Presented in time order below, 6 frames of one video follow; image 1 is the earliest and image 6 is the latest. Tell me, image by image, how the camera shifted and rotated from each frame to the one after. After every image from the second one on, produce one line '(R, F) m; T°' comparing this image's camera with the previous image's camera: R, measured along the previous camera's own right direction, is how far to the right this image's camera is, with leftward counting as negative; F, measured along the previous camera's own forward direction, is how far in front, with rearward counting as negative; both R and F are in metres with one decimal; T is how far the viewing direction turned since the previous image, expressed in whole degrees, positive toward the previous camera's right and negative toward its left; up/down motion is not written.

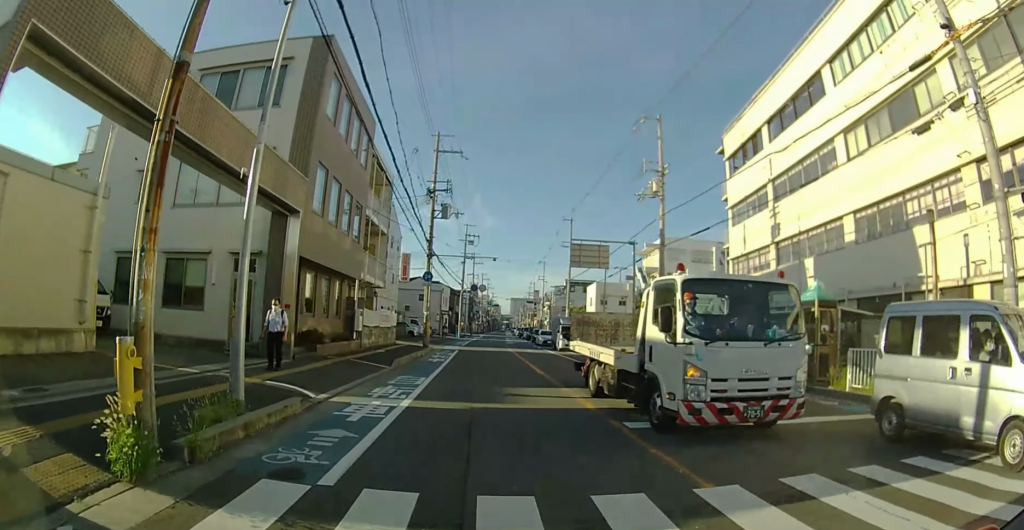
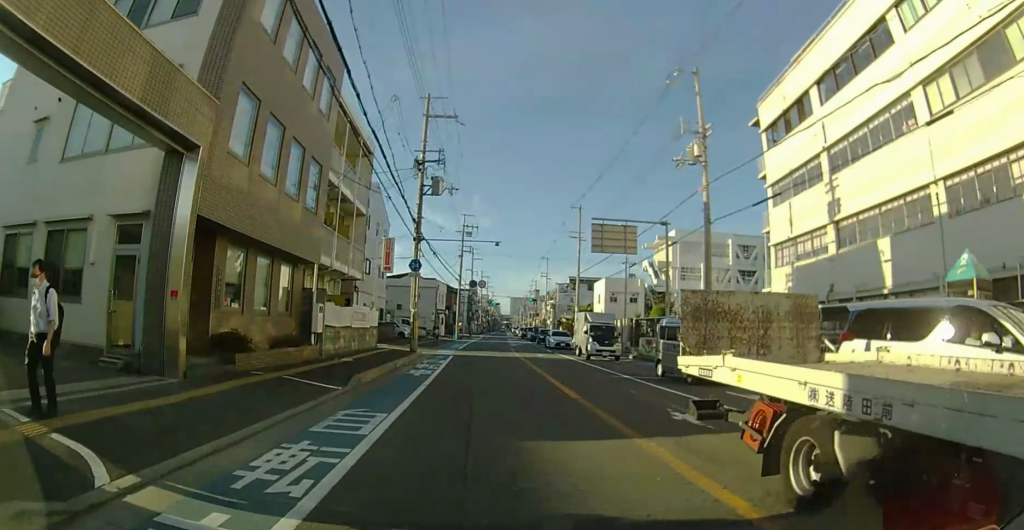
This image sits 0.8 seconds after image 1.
(0.0, +5.9) m; 0°
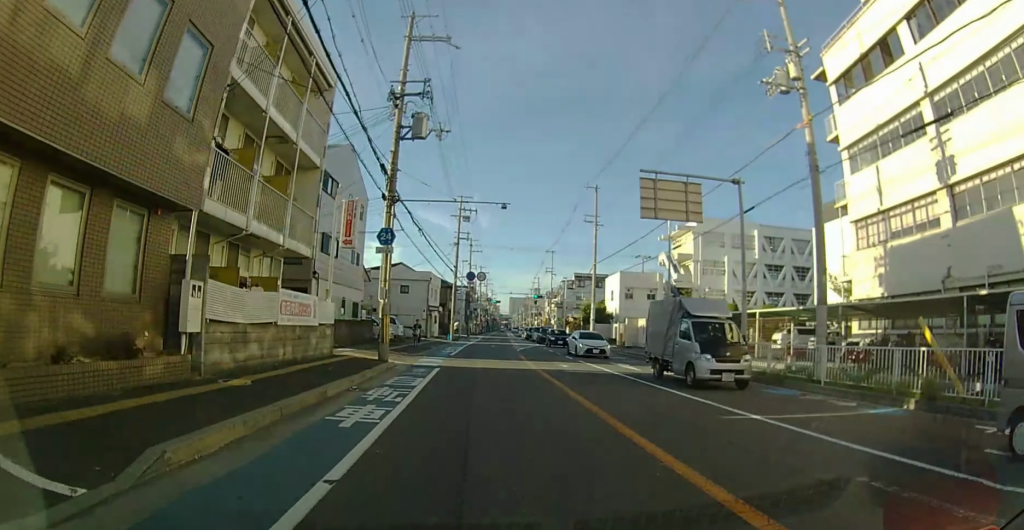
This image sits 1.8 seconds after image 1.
(0.0, +7.1) m; +2°
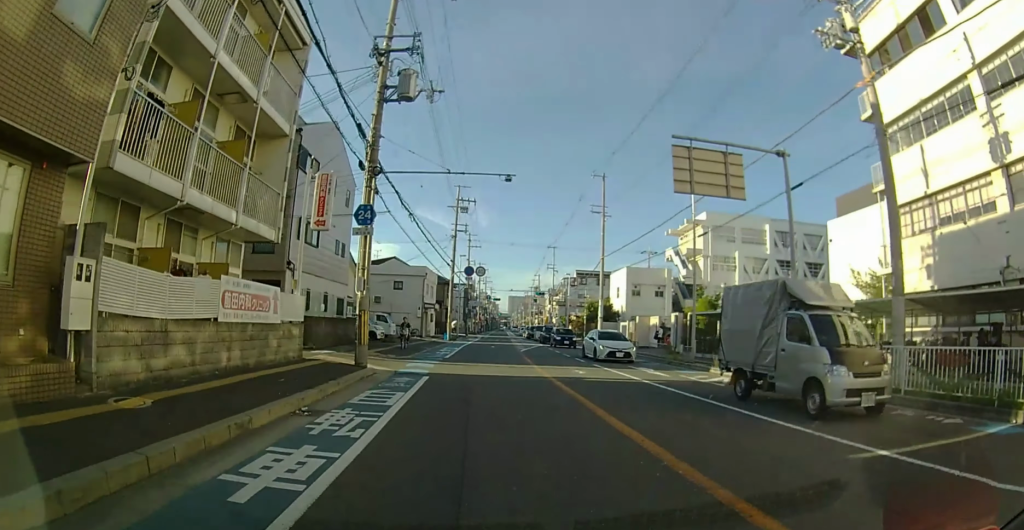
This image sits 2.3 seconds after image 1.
(+0.1, +3.1) m; +2°
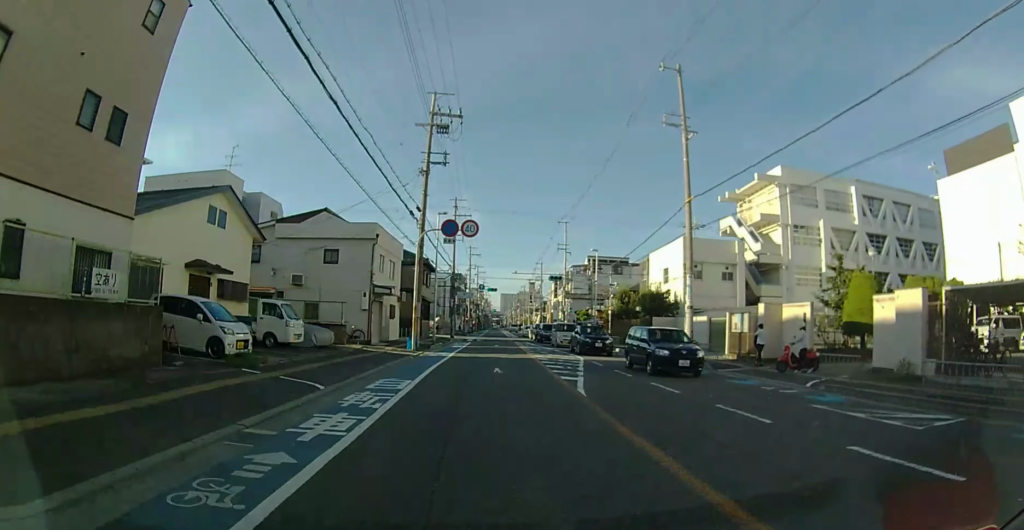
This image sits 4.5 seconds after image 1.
(+0.2, +18.7) m; -3°
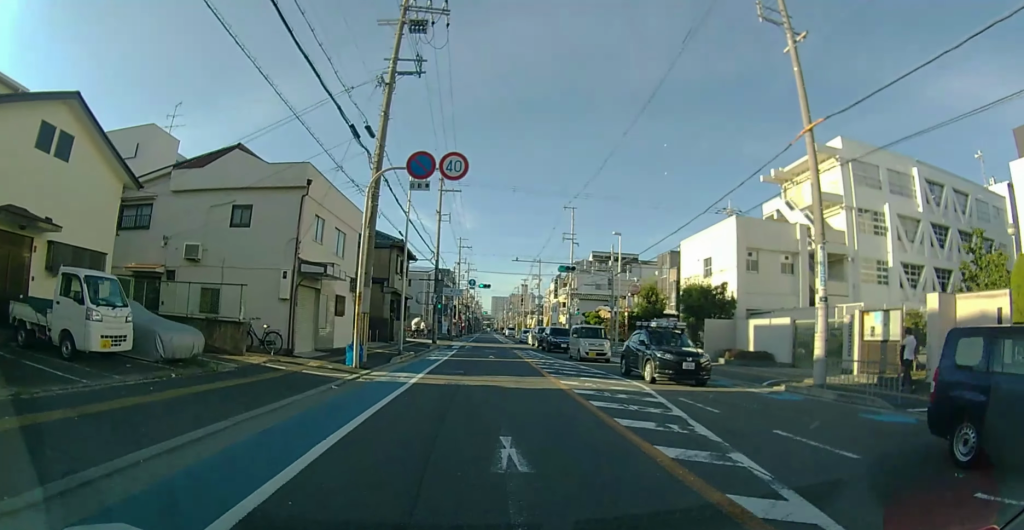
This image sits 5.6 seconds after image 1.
(-0.2, +10.6) m; +1°
